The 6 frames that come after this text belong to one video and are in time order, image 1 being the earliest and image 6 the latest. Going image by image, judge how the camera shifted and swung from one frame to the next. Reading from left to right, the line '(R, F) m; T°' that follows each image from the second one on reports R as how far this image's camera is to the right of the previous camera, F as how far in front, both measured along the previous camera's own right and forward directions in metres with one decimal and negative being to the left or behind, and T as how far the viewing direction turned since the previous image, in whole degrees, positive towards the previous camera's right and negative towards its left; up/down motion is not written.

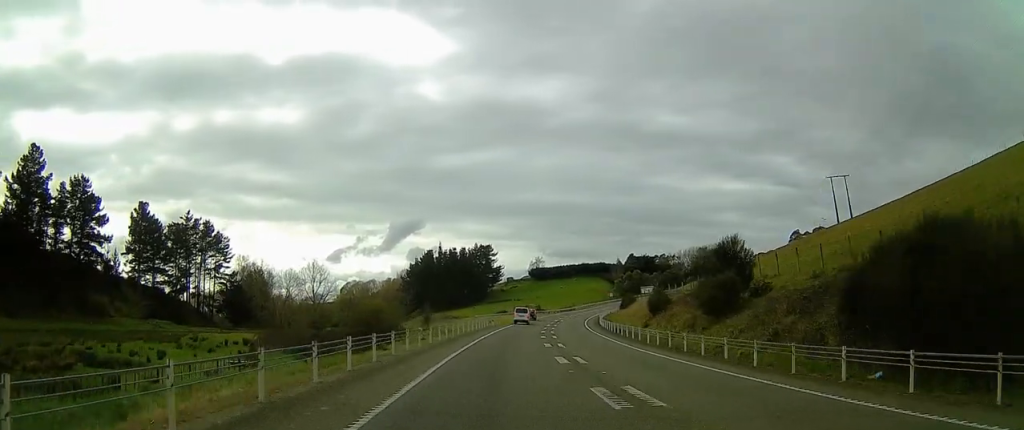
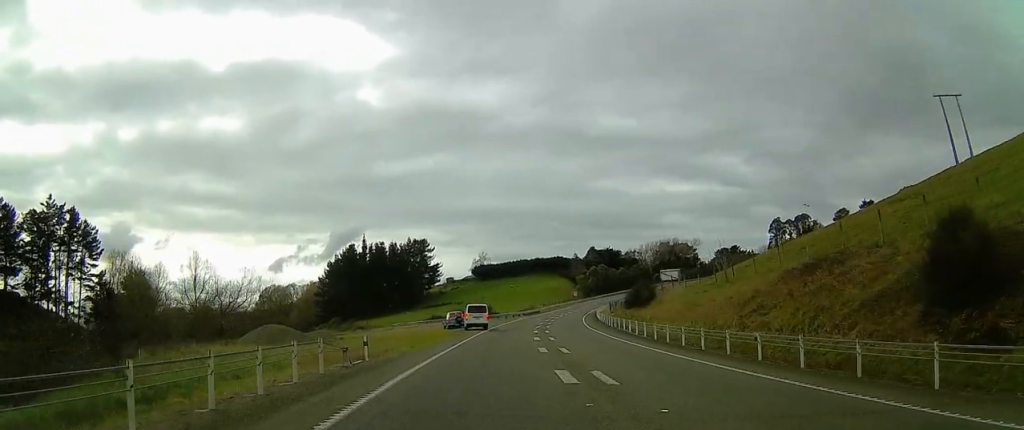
(0.0, +47.7) m; 0°
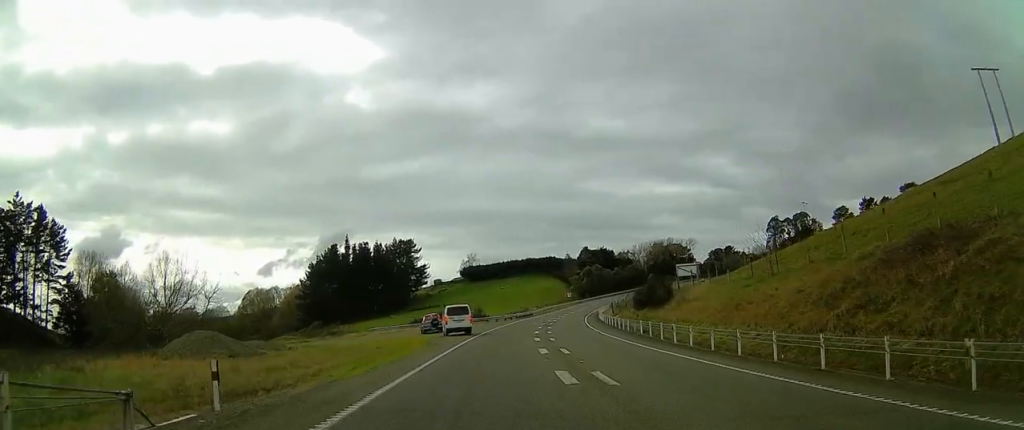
(0.0, +10.7) m; 0°
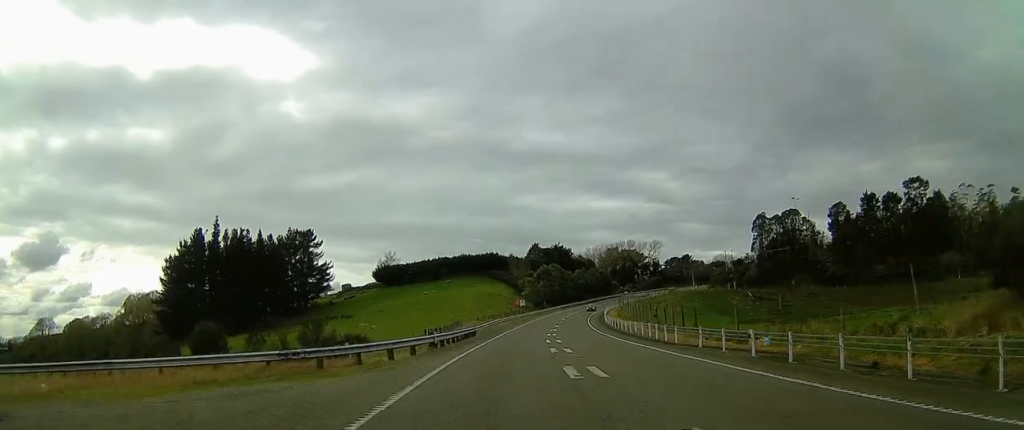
(0.0, +61.2) m; 0°
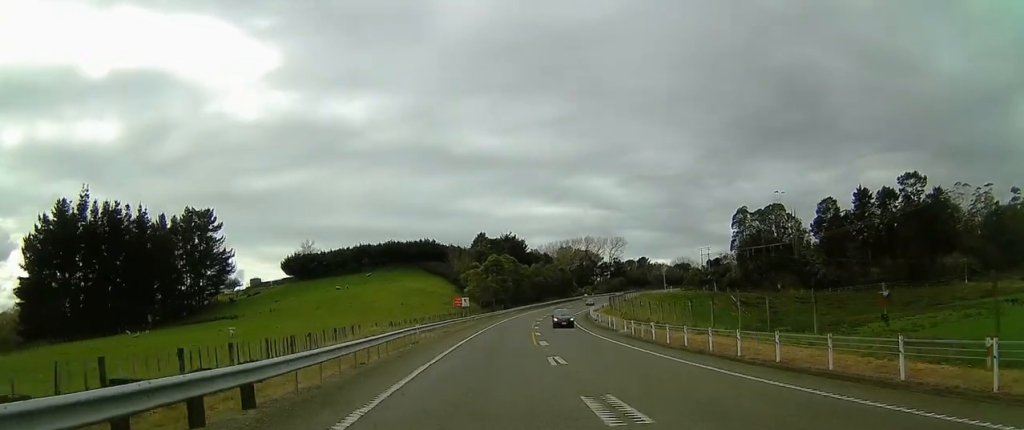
(0.0, +37.7) m; 0°
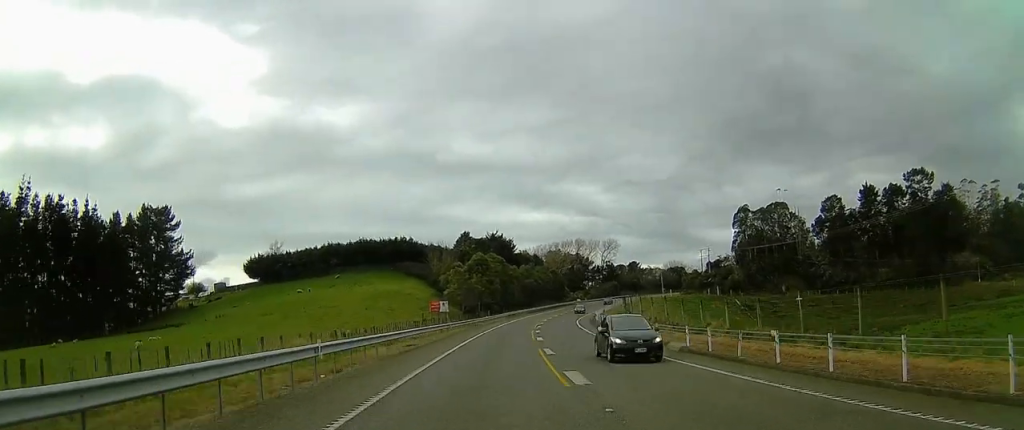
(0.0, +15.7) m; 0°
